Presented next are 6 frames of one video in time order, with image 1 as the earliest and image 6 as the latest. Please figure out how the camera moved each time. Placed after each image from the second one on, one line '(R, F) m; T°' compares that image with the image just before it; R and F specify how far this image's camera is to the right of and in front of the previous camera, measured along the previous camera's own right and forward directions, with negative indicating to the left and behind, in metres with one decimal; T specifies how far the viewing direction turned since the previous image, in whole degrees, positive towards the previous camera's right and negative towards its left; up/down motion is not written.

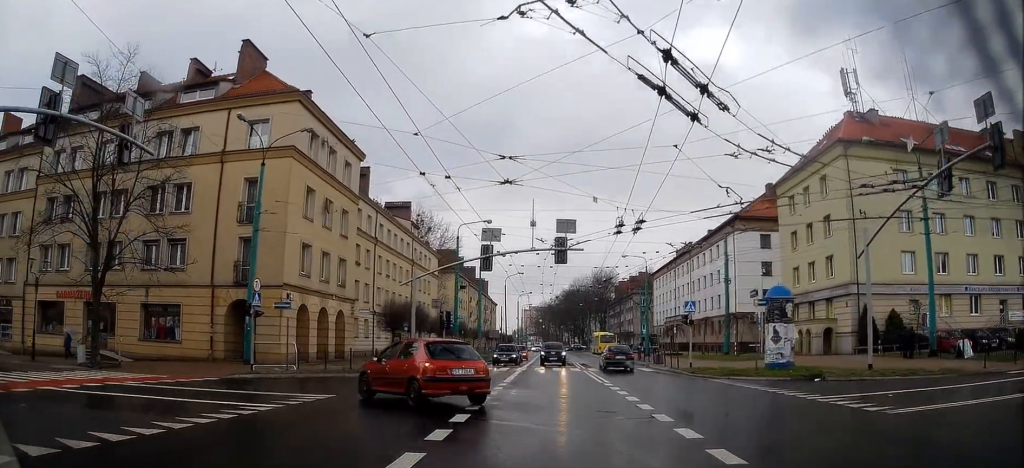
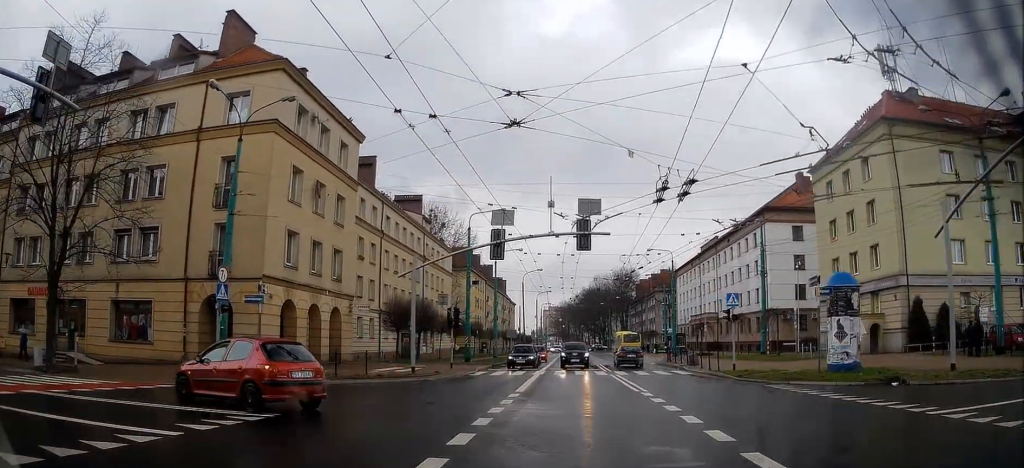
(-0.1, +4.8) m; -1°
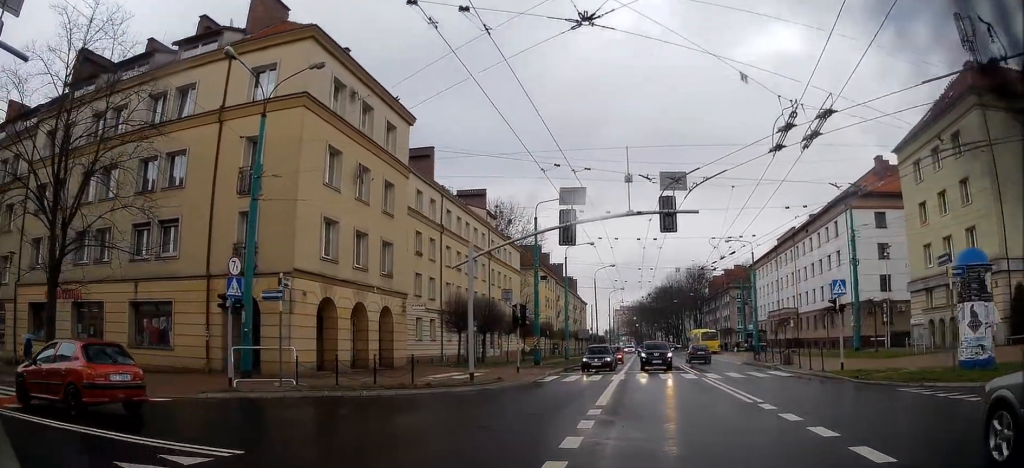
(+0.1, +4.3) m; -4°
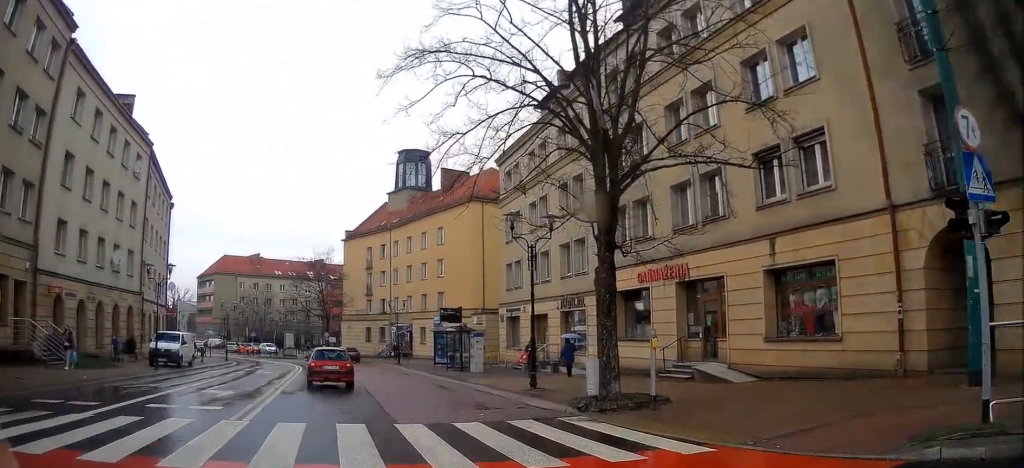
(-4.0, +9.8) m; -48°
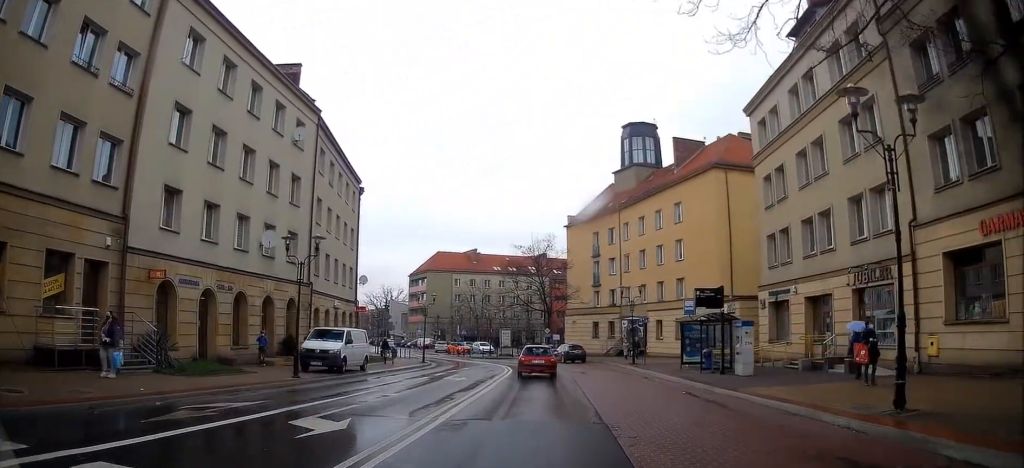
(-1.4, +6.2) m; -23°
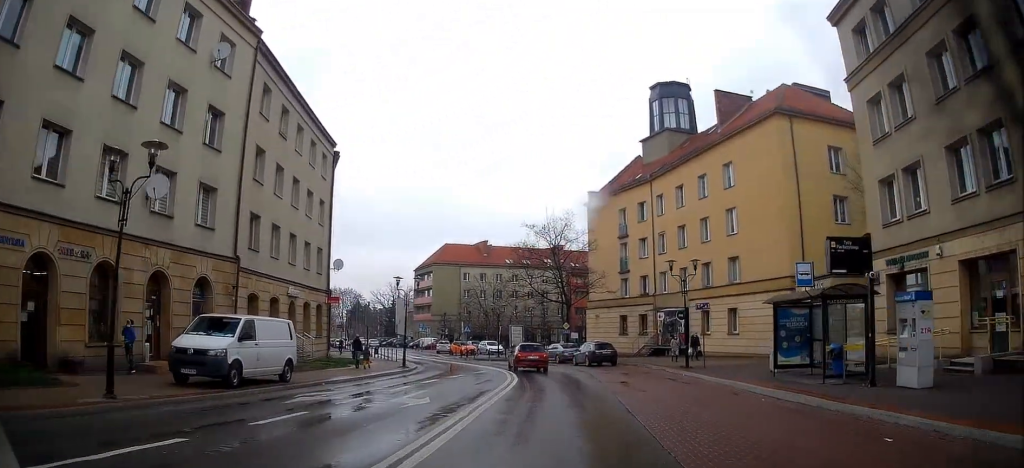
(-1.3, +8.0) m; -15°
